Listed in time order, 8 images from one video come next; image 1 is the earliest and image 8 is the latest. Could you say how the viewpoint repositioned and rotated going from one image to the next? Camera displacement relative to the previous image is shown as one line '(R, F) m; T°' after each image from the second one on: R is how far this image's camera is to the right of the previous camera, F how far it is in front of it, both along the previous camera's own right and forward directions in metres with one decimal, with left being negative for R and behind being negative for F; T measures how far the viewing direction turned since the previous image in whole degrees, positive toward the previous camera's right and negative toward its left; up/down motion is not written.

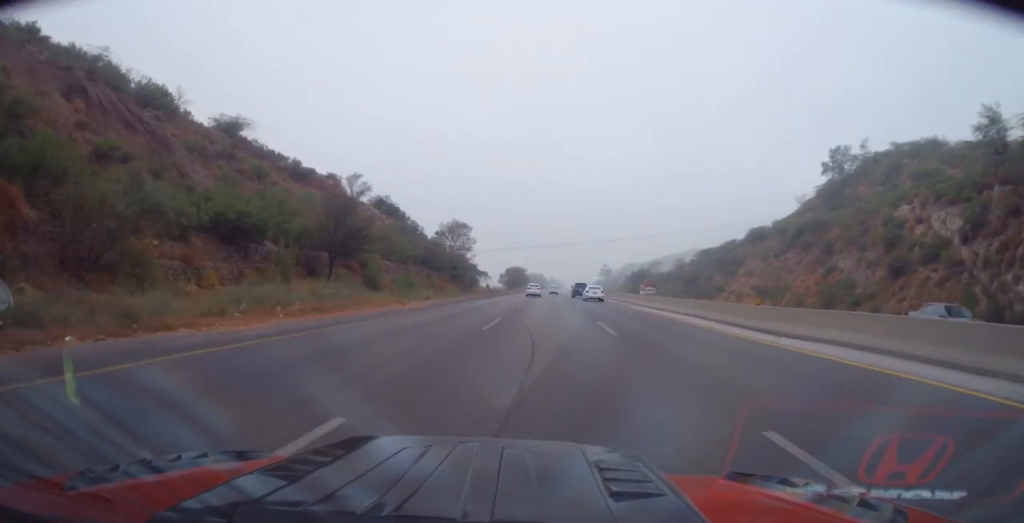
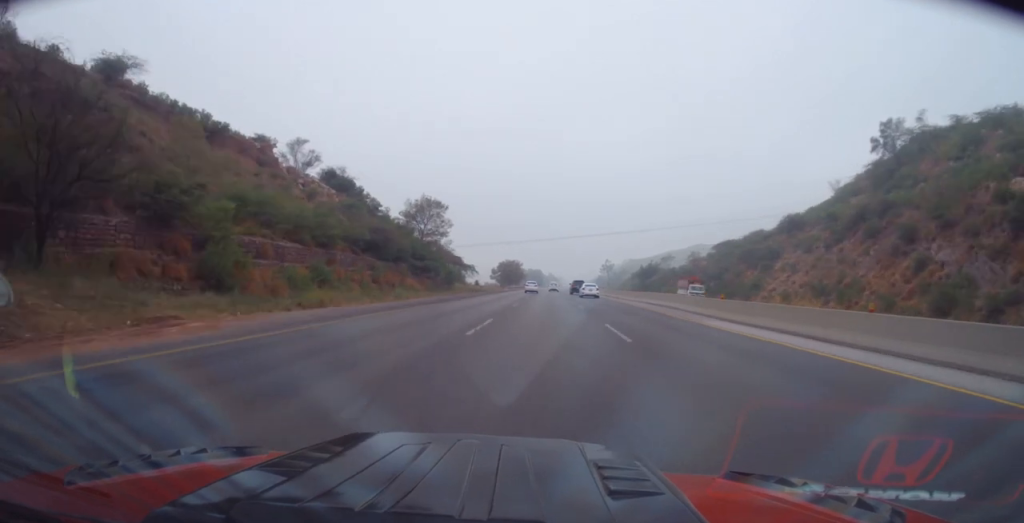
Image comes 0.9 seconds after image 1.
(+0.1, +21.5) m; +1°
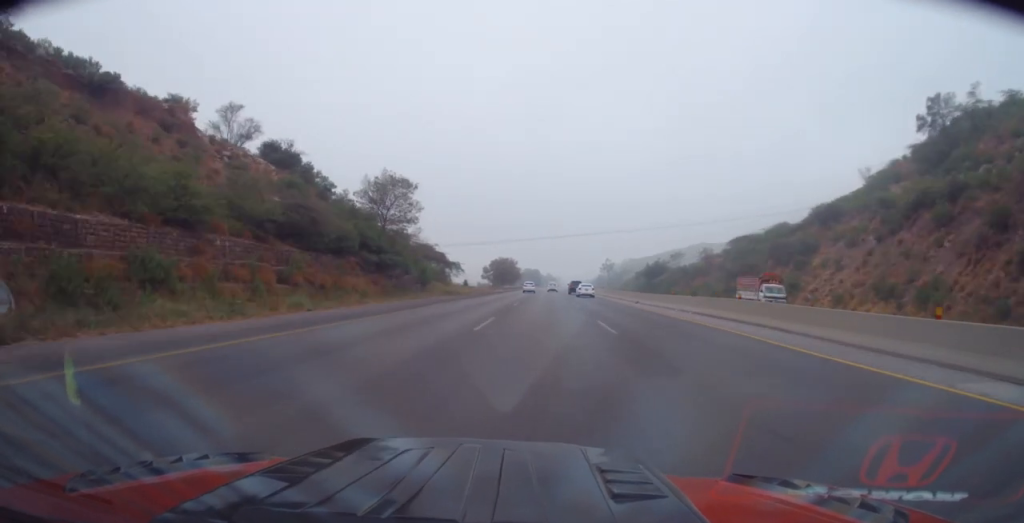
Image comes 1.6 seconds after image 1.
(+0.2, +15.9) m; +1°
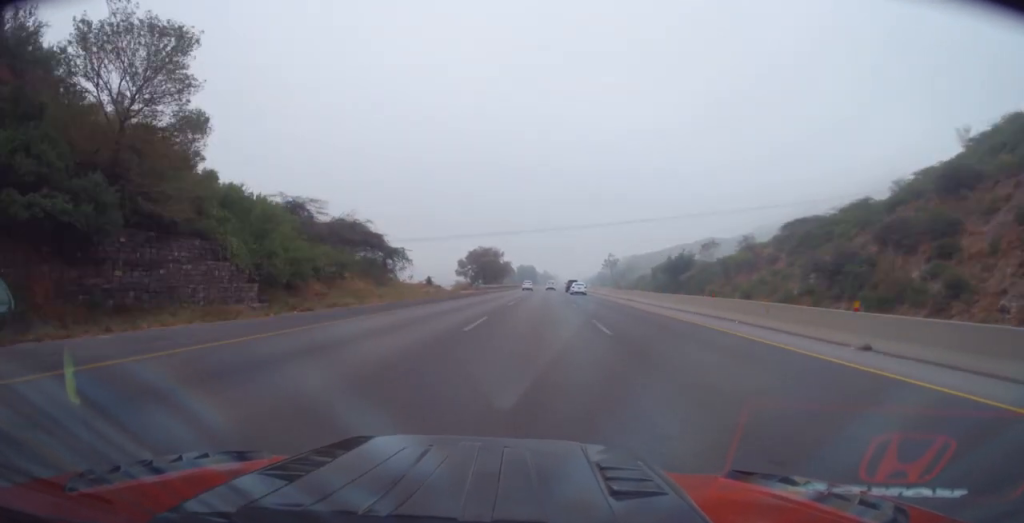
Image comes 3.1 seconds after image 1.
(0.0, +36.1) m; 0°
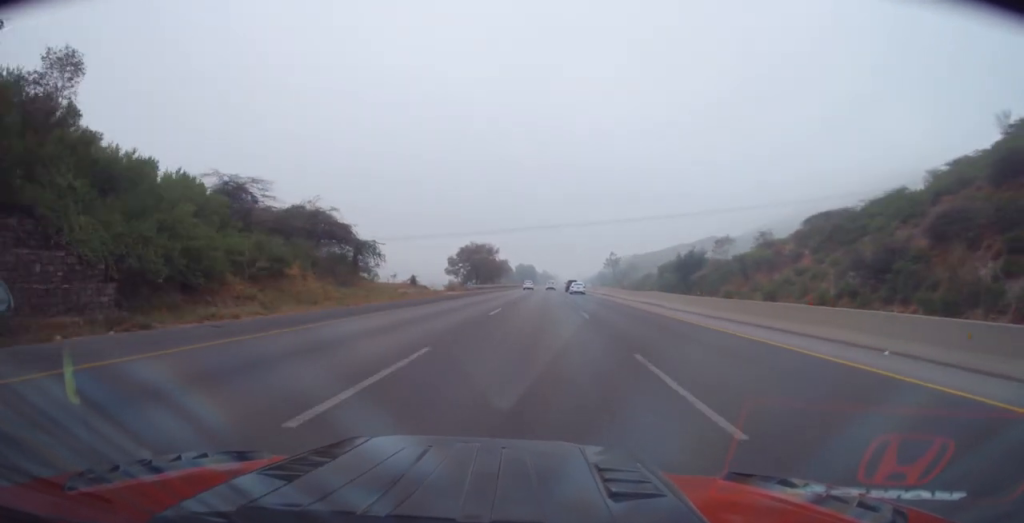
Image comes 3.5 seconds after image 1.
(0.0, +10.5) m; 0°
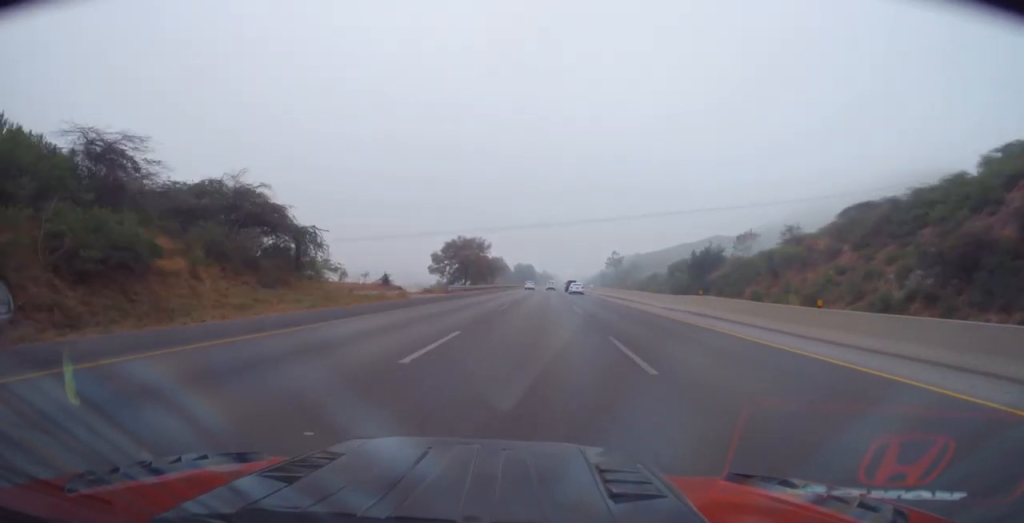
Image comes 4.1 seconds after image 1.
(+0.2, +13.7) m; 0°
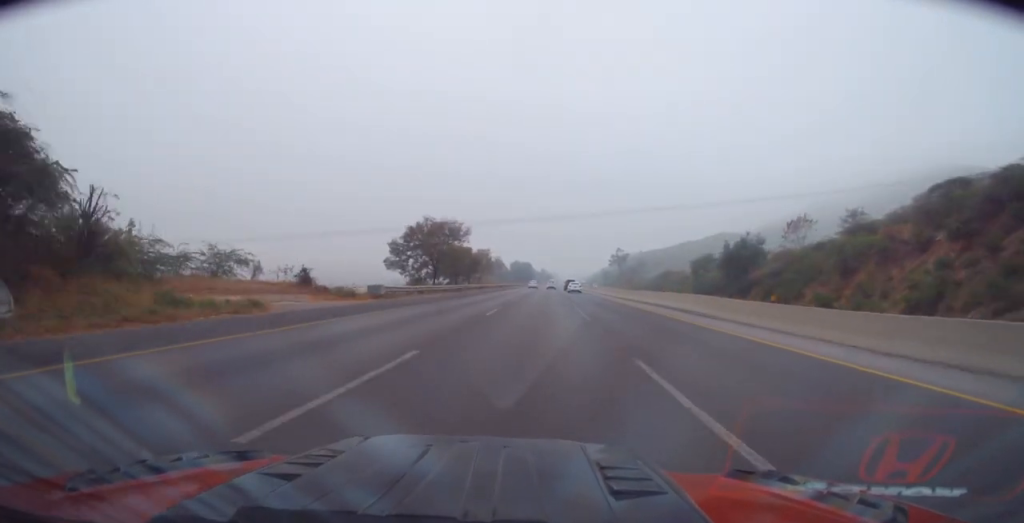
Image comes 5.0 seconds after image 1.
(-0.4, +22.7) m; -1°
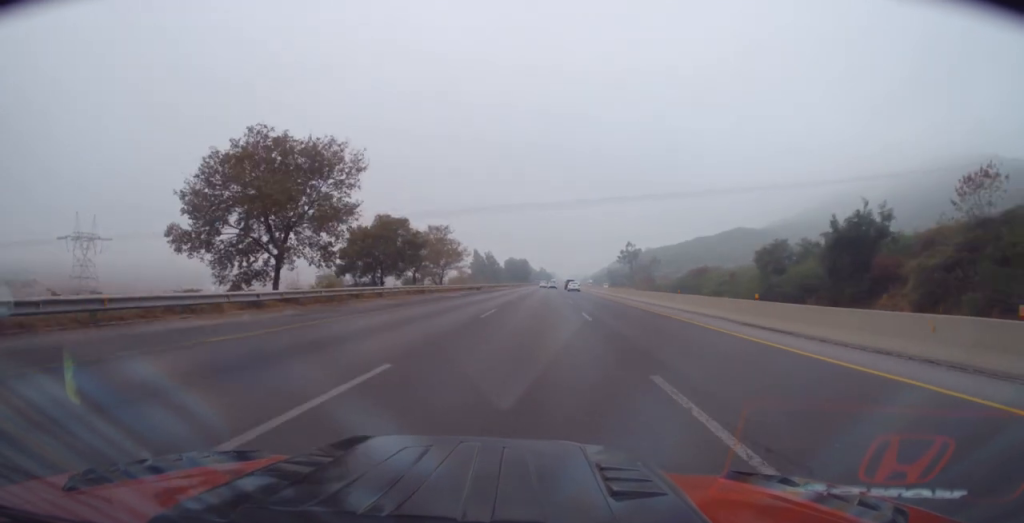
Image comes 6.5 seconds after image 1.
(-0.2, +37.6) m; 0°
